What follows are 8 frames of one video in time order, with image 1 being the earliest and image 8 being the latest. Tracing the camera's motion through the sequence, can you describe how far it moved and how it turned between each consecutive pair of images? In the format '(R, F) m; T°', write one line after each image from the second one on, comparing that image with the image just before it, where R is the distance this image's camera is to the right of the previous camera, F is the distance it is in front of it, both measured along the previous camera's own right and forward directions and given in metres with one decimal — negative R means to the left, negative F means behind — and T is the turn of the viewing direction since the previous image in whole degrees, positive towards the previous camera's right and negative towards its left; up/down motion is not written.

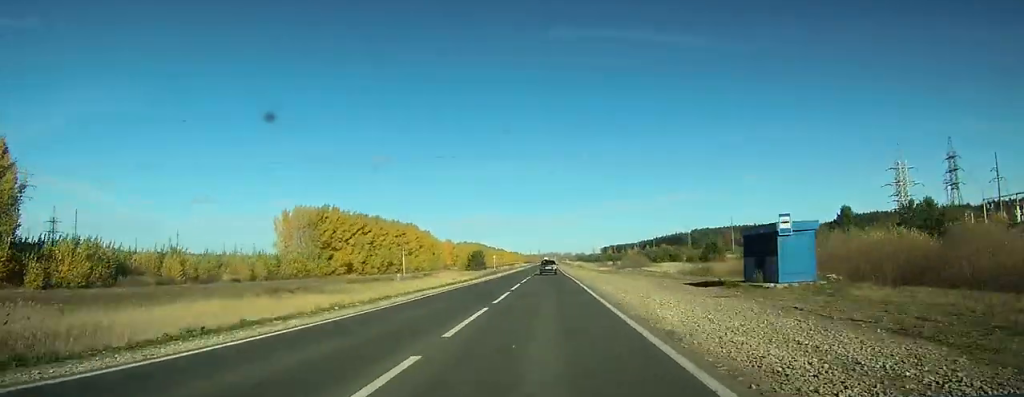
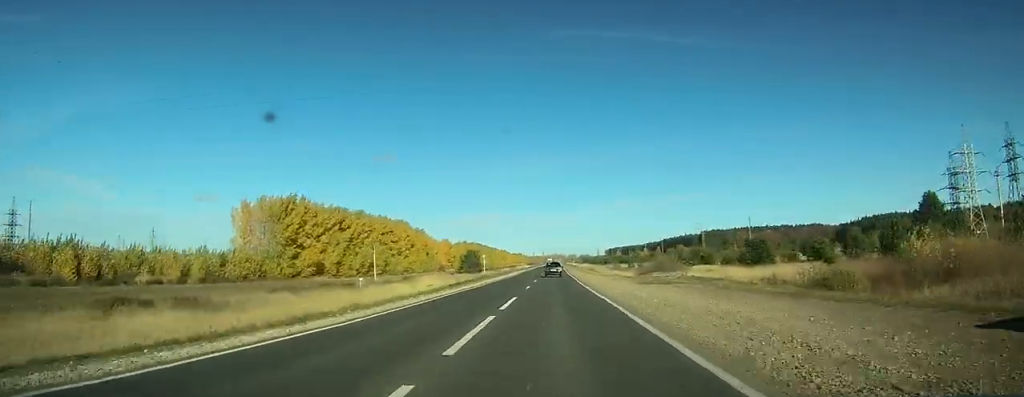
(-0.1, +25.5) m; 0°
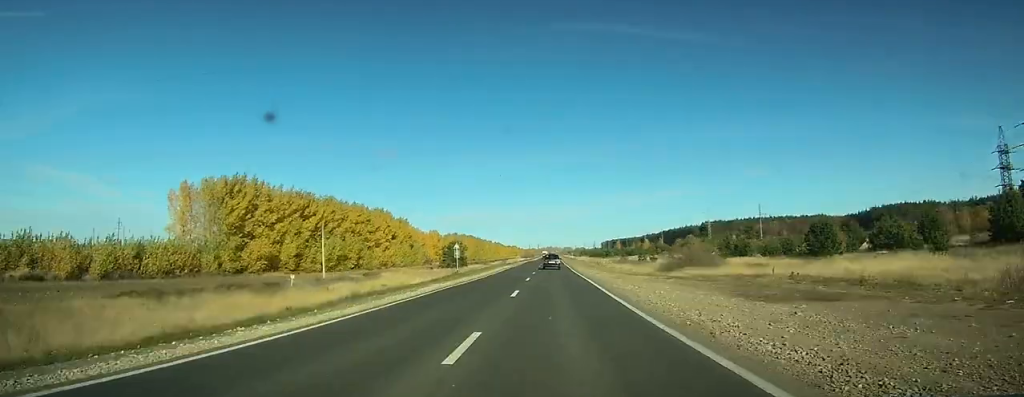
(-0.1, +23.8) m; 0°
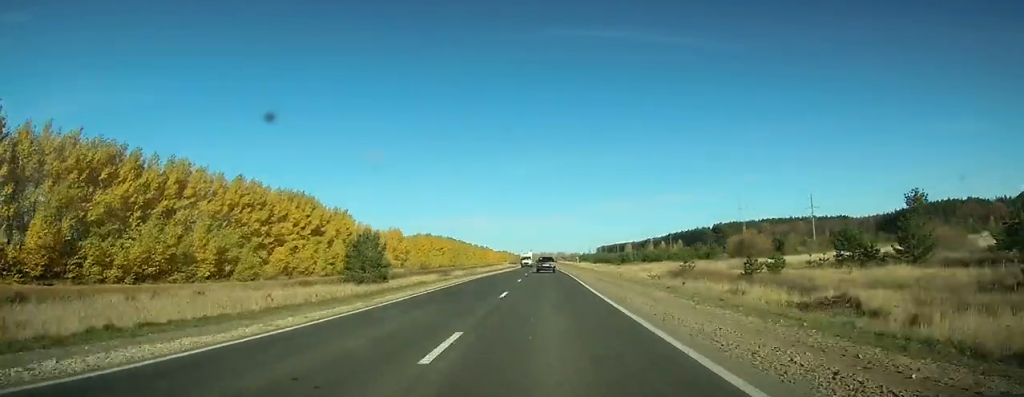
(+0.1, +71.9) m; 0°
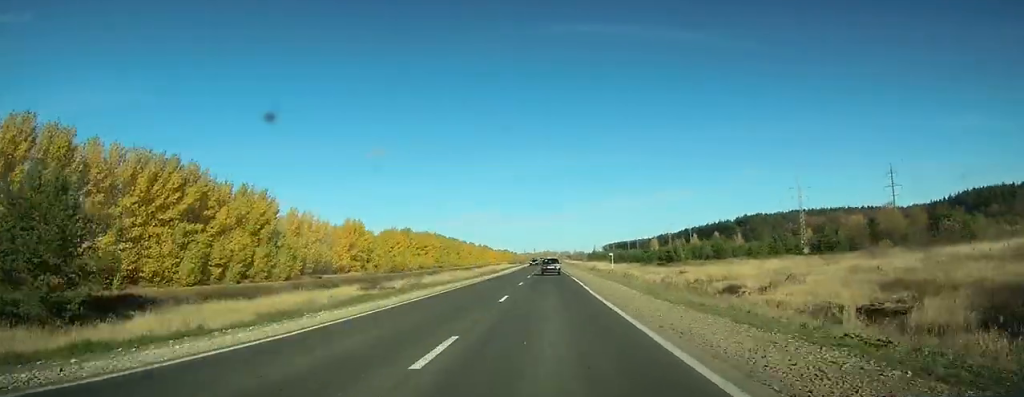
(0.0, +60.6) m; 0°
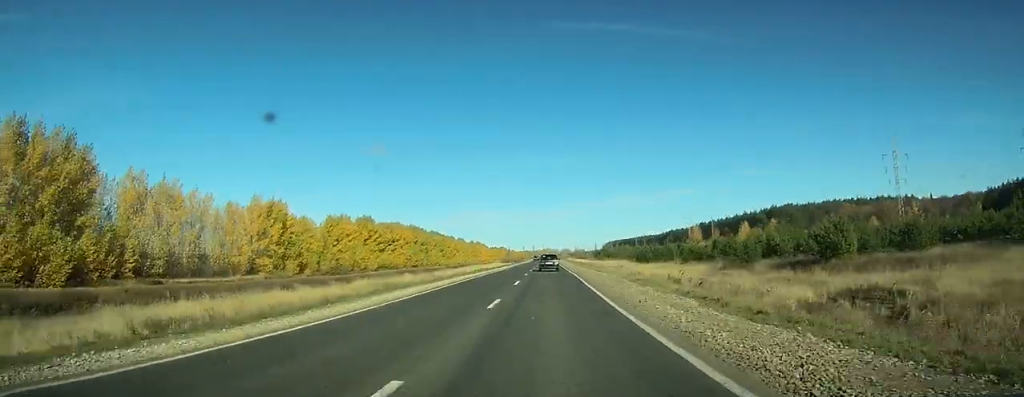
(+0.1, +65.3) m; 0°
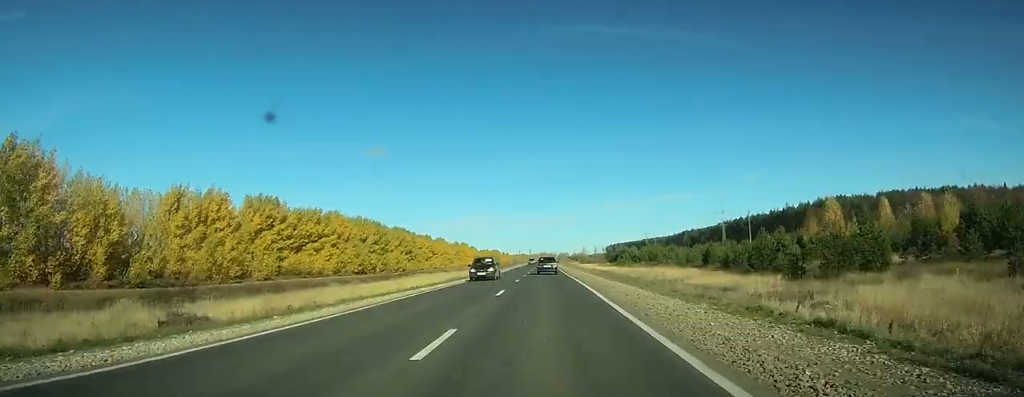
(-0.2, +83.3) m; -1°
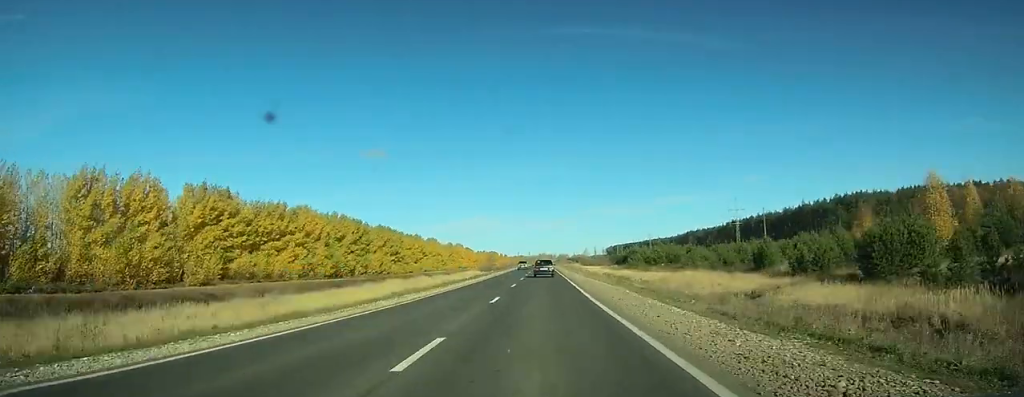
(-0.2, +25.4) m; 0°
